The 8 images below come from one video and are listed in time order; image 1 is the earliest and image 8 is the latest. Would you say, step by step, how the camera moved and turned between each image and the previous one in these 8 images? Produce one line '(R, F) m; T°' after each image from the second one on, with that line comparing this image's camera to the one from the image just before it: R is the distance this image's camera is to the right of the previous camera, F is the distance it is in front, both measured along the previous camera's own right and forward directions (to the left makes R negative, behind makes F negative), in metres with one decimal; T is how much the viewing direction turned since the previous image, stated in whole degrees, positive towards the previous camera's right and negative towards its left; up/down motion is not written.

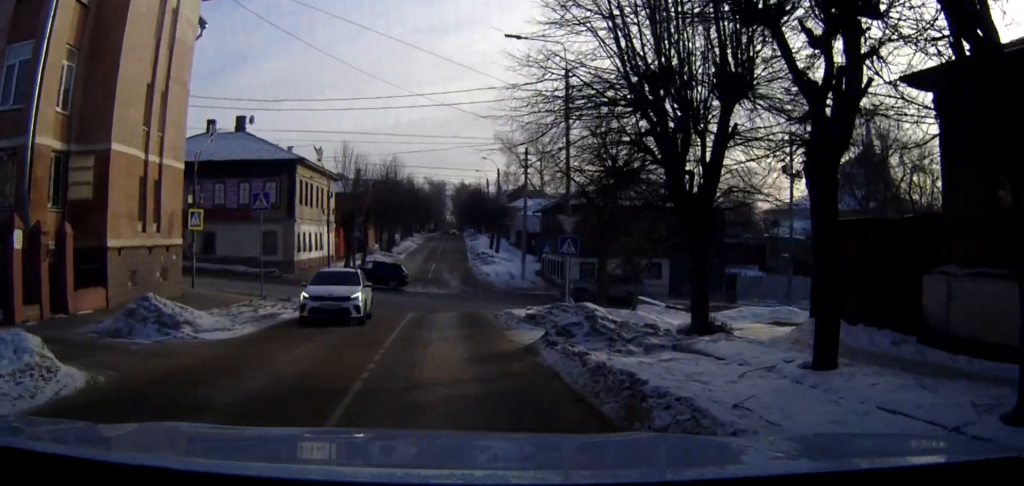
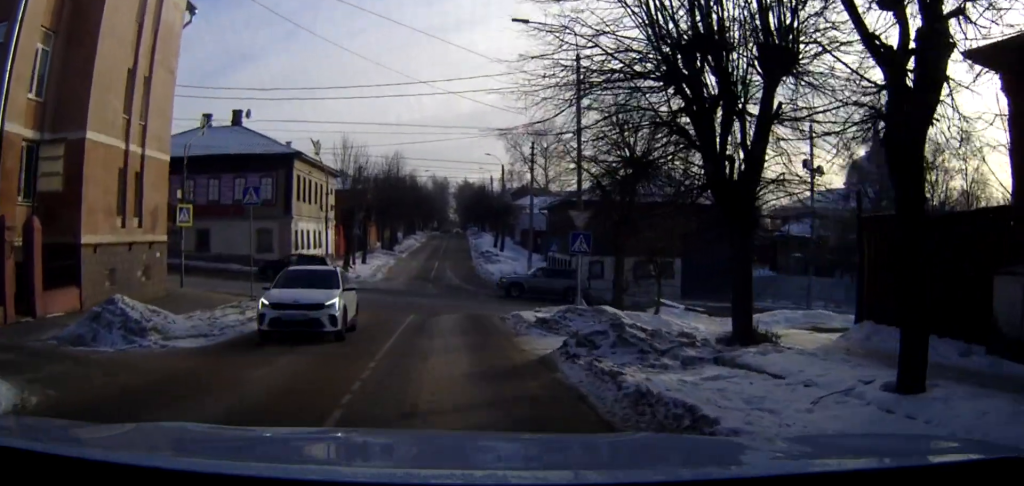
(0.0, +2.0) m; 0°
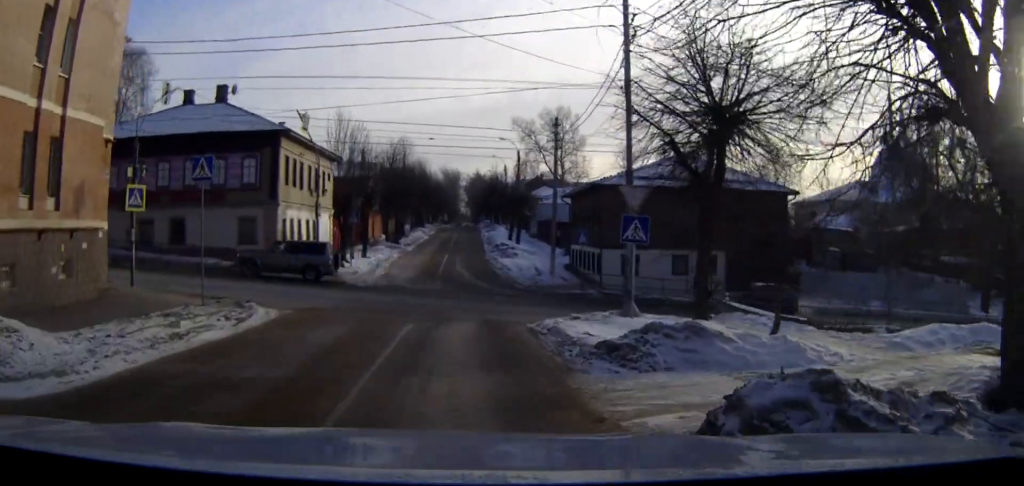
(-0.1, +6.4) m; -1°
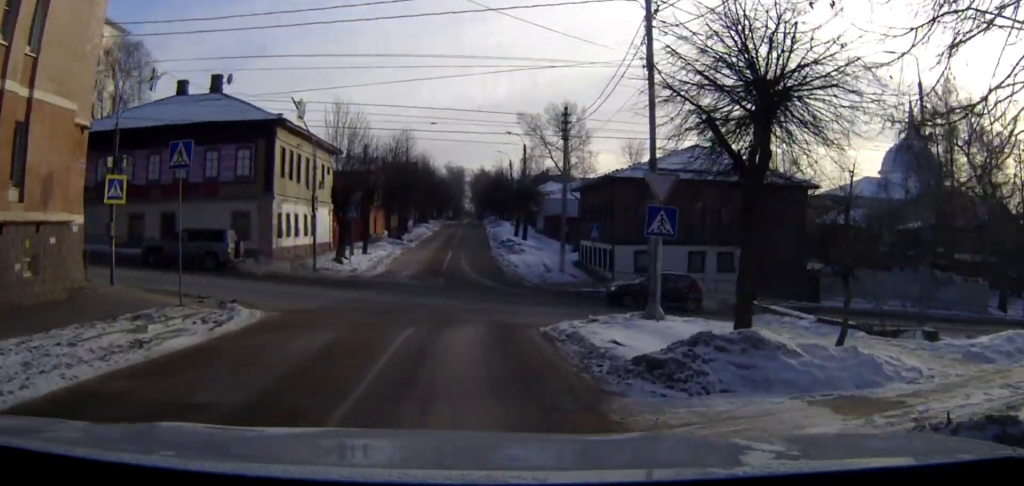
(0.0, +2.2) m; 0°
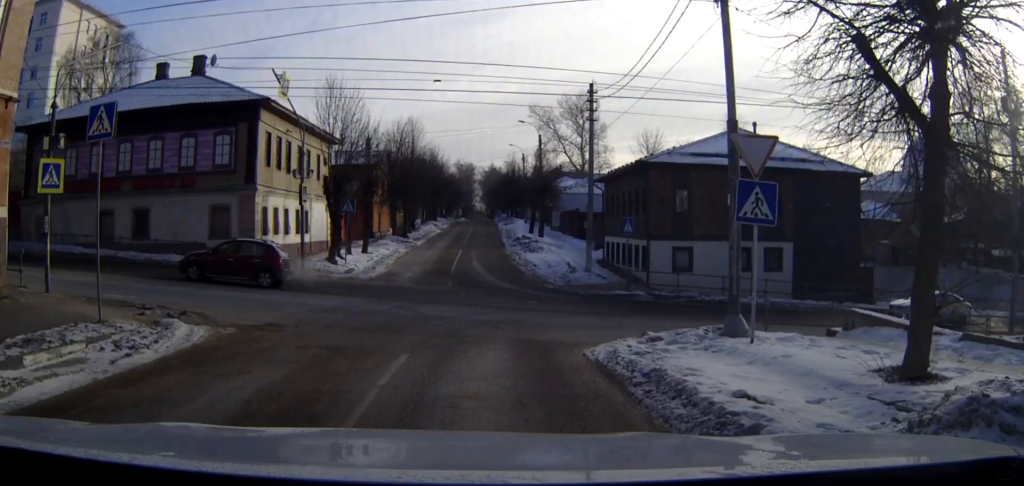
(+0.1, +5.5) m; +2°
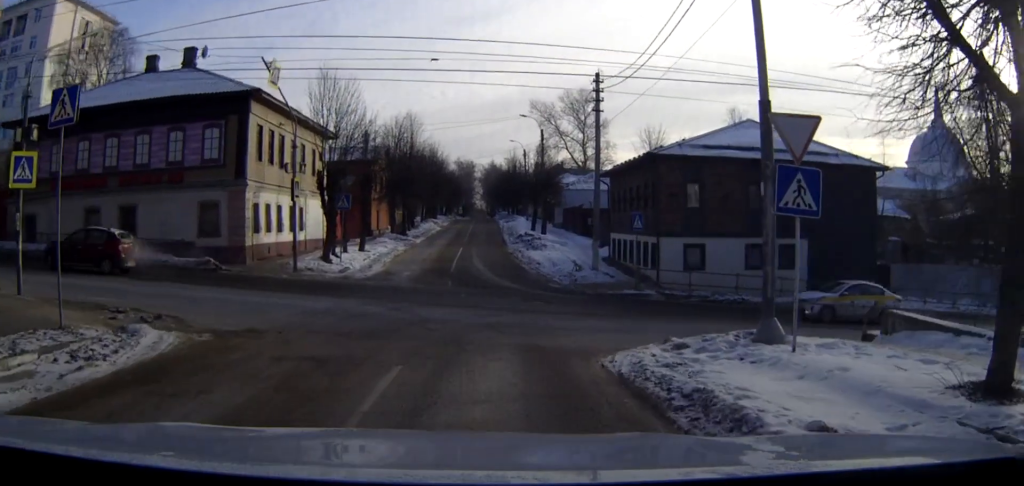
(0.0, +1.8) m; 0°
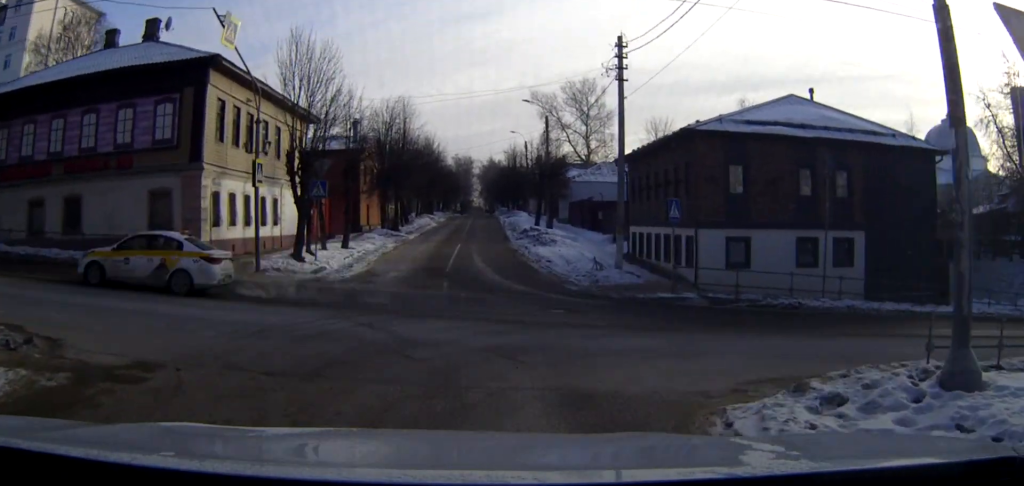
(0.0, +6.1) m; -1°
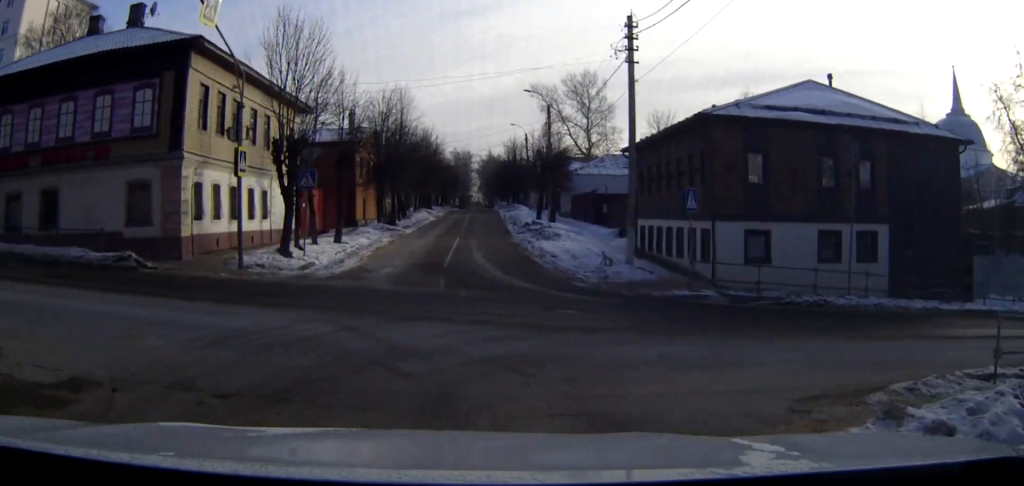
(0.0, +2.3) m; 0°
